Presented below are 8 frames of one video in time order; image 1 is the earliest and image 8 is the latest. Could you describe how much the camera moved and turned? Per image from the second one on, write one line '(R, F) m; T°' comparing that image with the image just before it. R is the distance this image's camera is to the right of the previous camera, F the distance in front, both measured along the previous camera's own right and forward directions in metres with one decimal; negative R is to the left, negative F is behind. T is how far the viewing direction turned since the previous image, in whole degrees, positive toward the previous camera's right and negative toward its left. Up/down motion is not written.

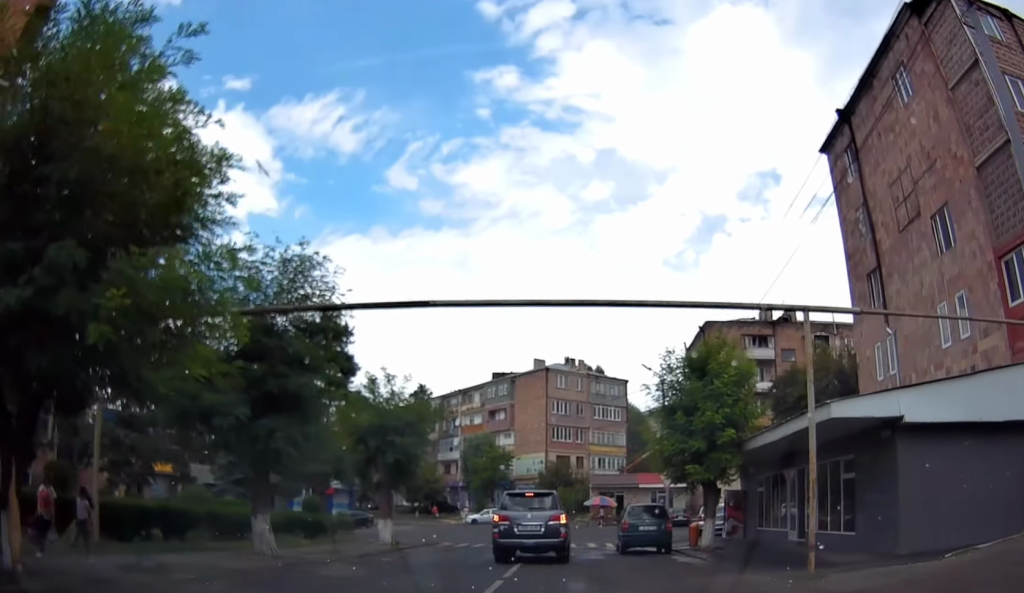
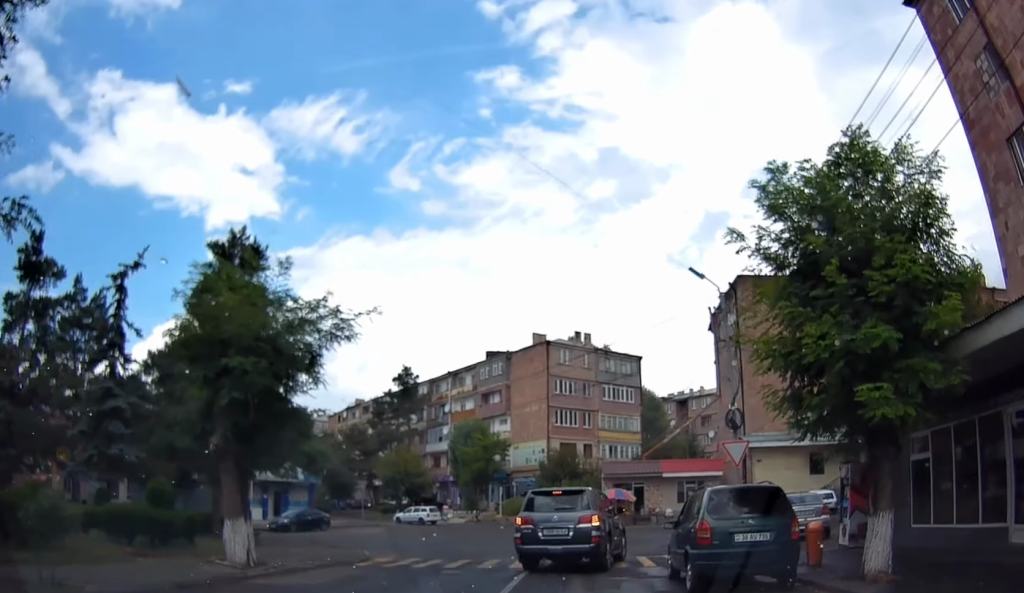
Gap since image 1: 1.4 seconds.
(-0.3, +13.3) m; -2°
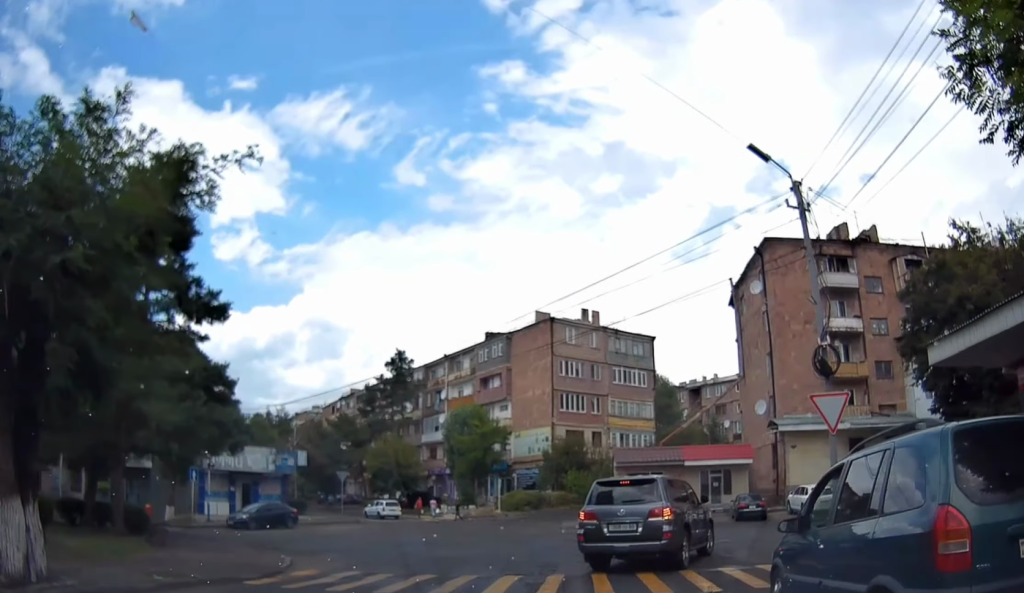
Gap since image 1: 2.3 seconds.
(0.0, +7.6) m; 0°
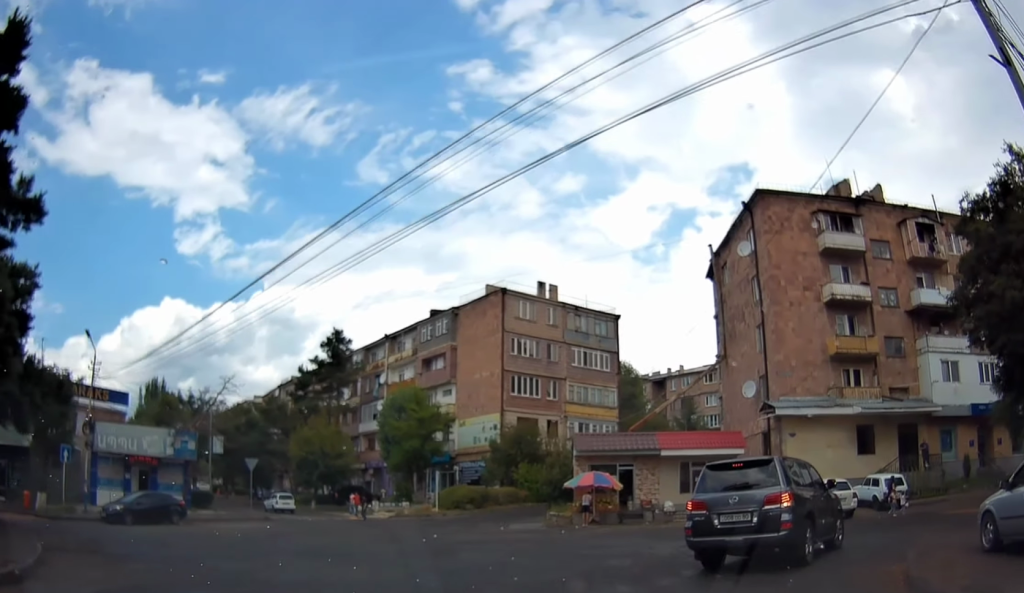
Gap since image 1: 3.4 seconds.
(0.0, +9.1) m; 0°
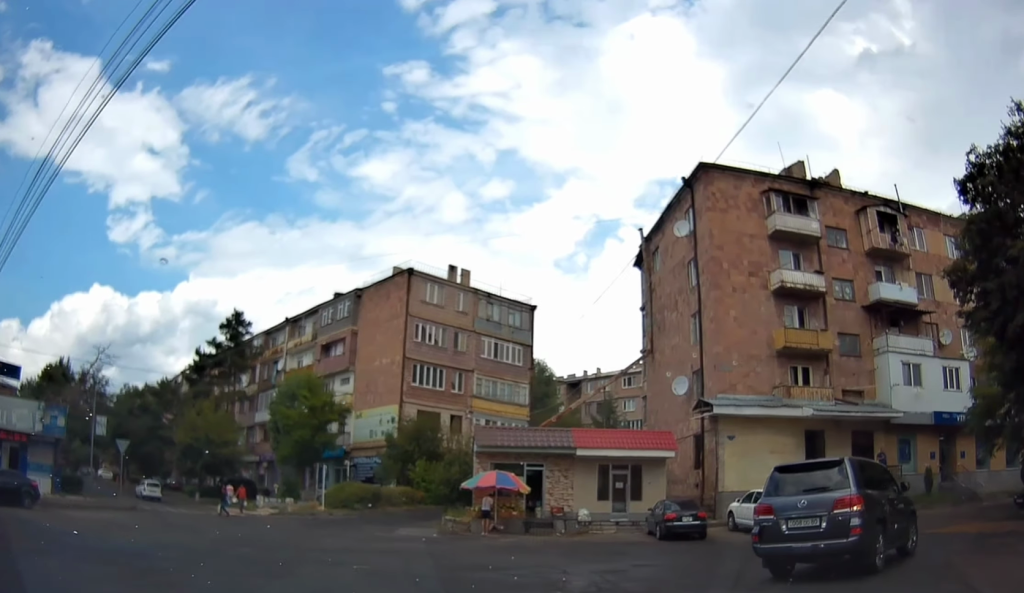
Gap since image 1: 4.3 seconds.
(0.0, +6.0) m; +1°
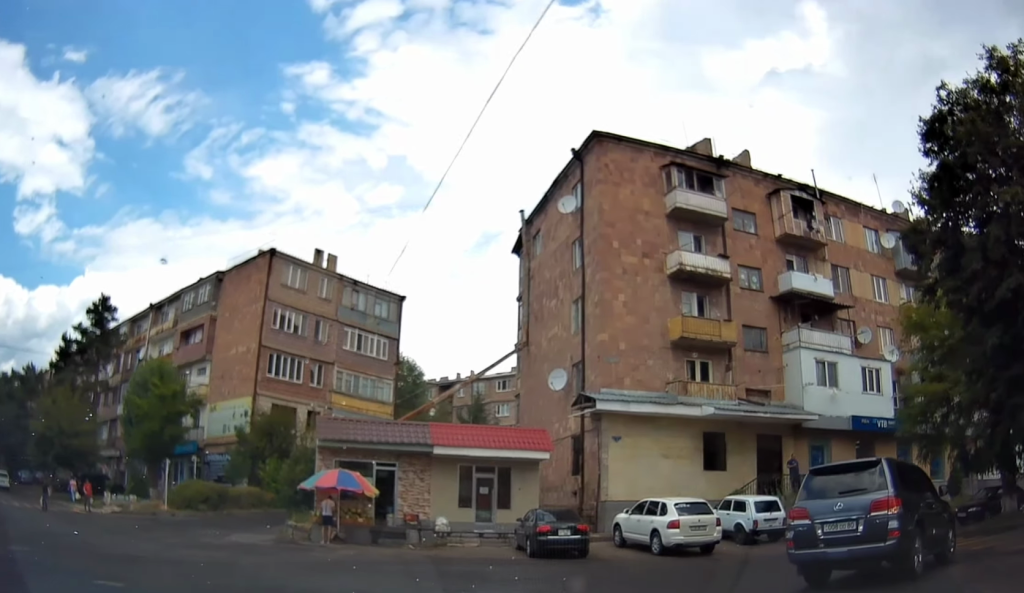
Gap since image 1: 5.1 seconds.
(+0.1, +4.7) m; +8°
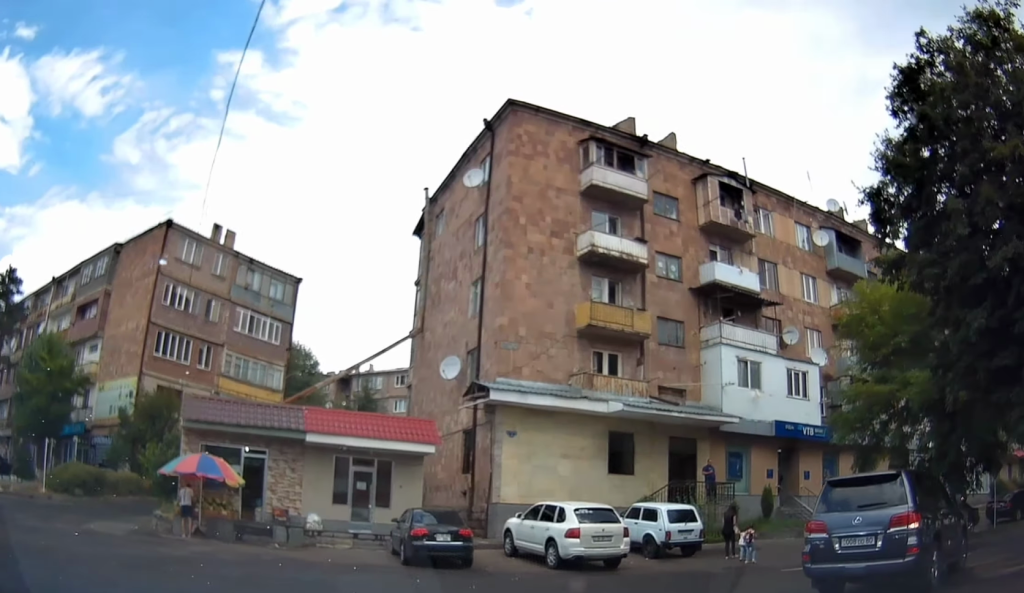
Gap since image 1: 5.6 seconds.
(+0.2, +3.0) m; +5°
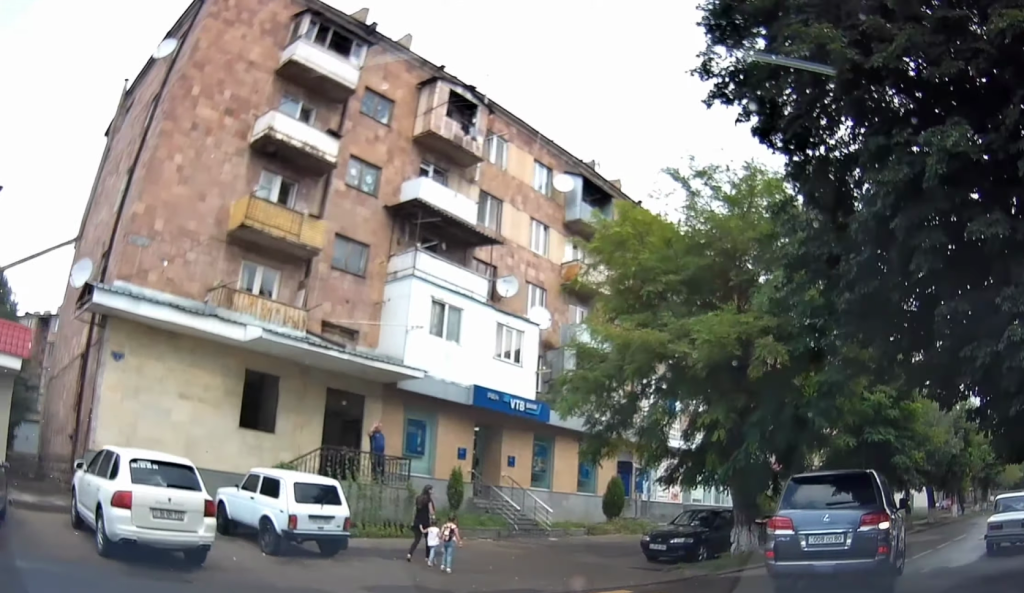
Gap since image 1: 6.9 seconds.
(+0.9, +7.5) m; +12°
